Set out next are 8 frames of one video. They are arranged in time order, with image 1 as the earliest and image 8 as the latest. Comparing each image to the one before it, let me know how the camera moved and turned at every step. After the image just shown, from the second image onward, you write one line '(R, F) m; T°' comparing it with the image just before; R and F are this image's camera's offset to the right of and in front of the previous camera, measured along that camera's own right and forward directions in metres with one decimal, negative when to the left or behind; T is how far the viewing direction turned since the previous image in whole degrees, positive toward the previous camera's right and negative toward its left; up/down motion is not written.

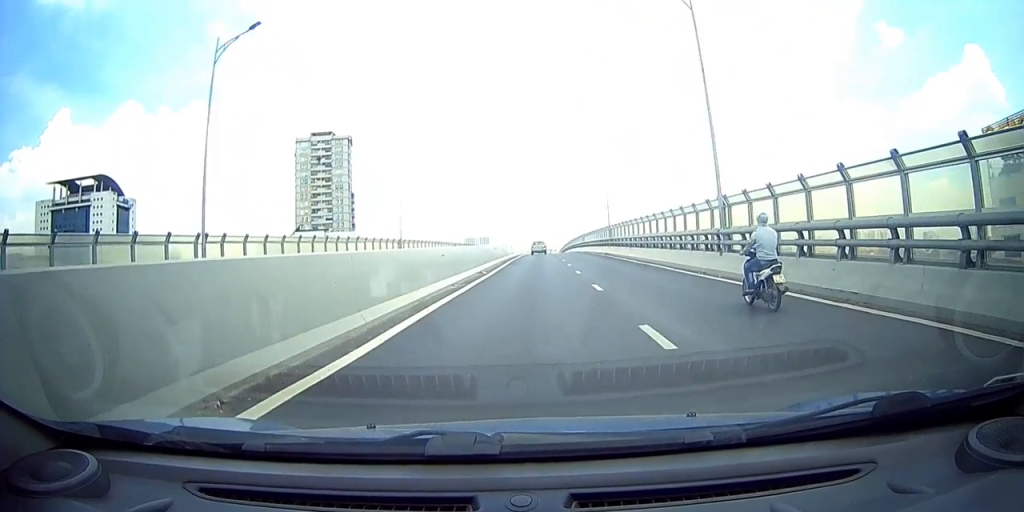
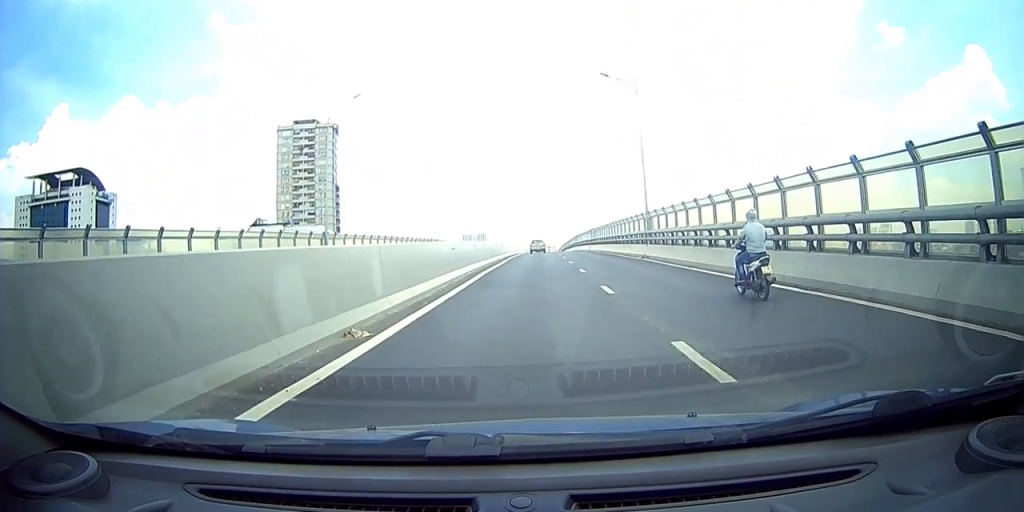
(-0.2, +17.9) m; -1°
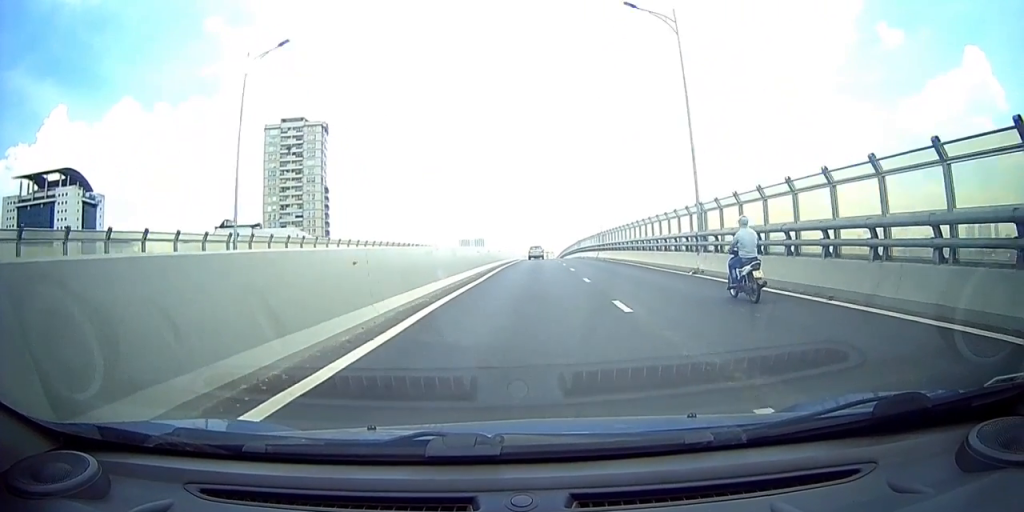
(0.0, +10.5) m; 0°
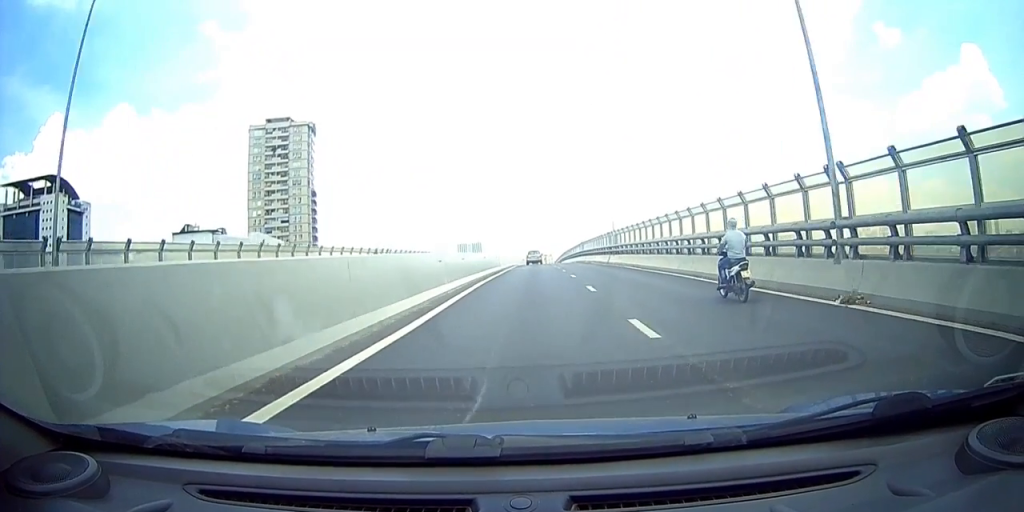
(0.0, +11.1) m; 0°
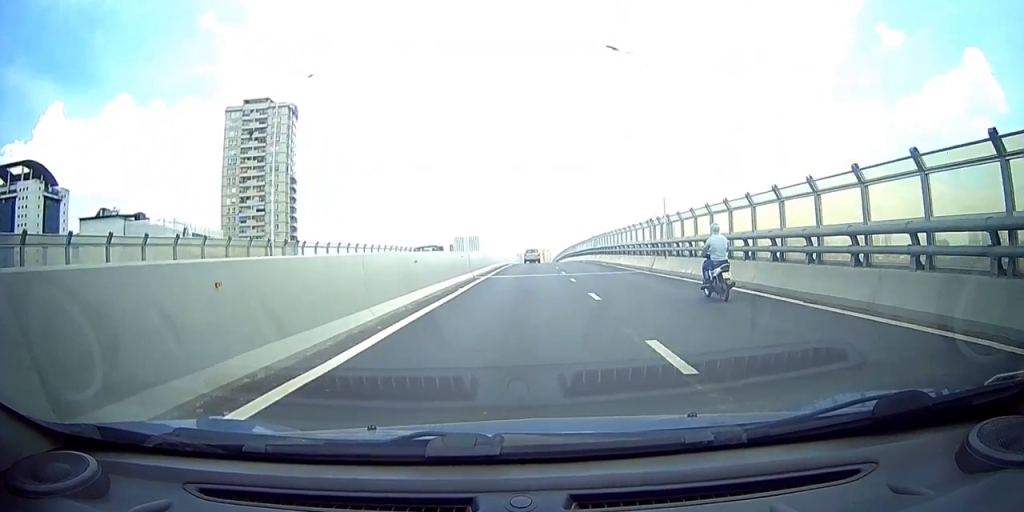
(0.0, +18.1) m; 0°
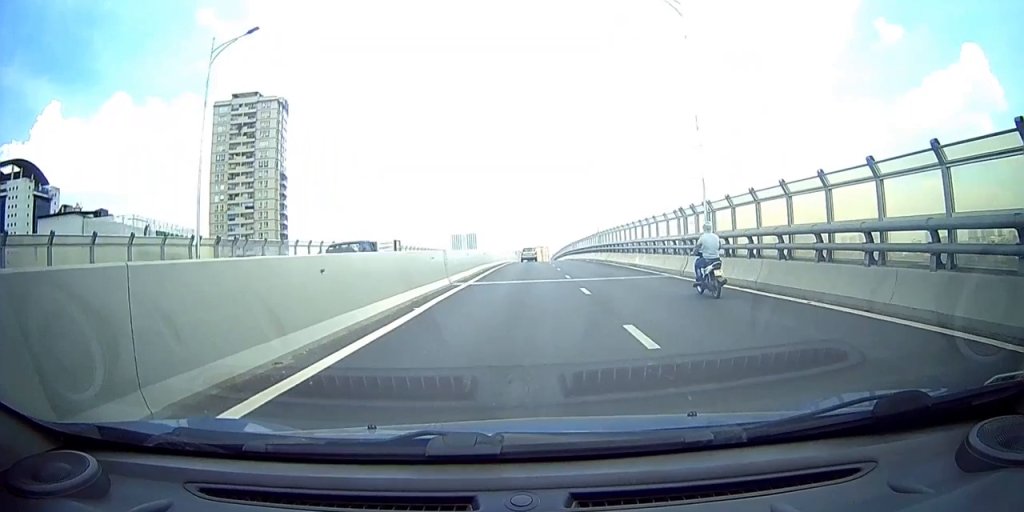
(0.0, +6.4) m; 0°
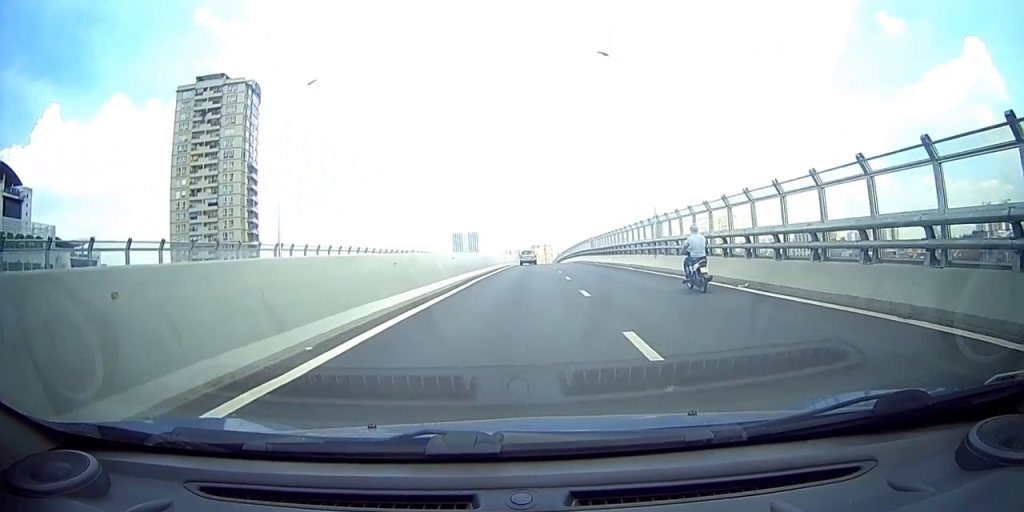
(0.0, +23.7) m; +1°
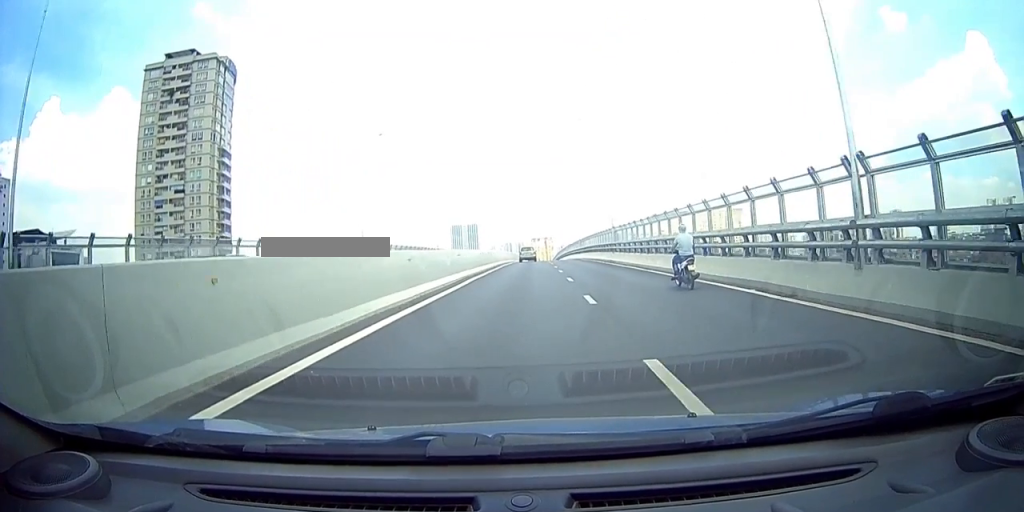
(+0.2, +18.1) m; +1°
